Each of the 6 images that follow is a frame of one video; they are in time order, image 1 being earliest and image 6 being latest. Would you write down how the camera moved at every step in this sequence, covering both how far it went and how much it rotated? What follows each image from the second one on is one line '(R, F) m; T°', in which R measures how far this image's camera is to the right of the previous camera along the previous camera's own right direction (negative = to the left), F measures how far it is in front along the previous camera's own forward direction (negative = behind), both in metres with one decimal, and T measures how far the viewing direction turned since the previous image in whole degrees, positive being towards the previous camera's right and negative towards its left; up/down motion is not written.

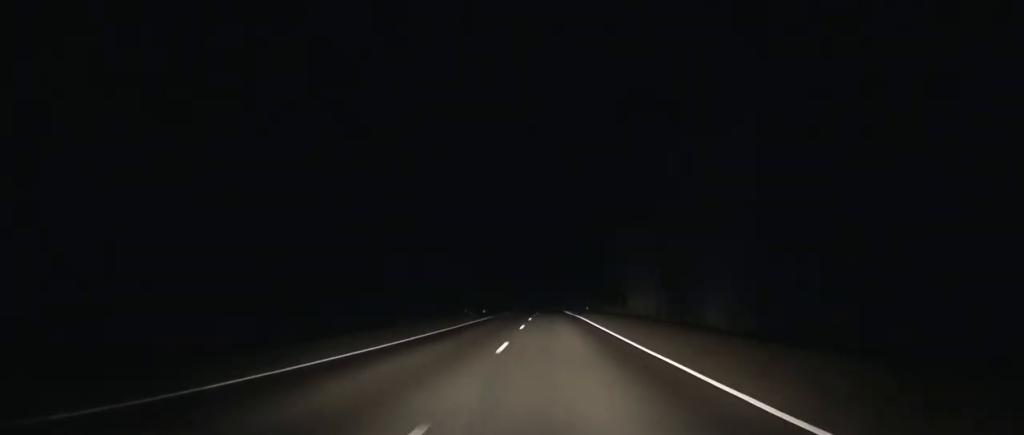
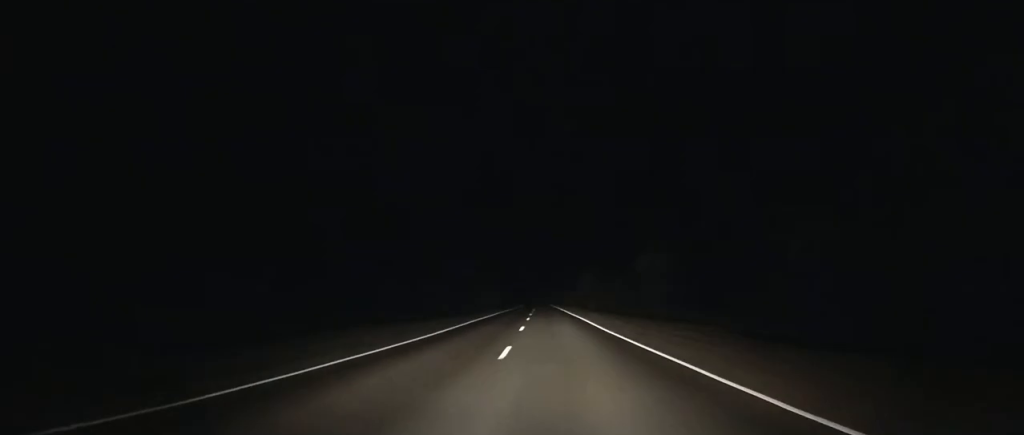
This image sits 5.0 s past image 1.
(0.0, +160.0) m; 0°
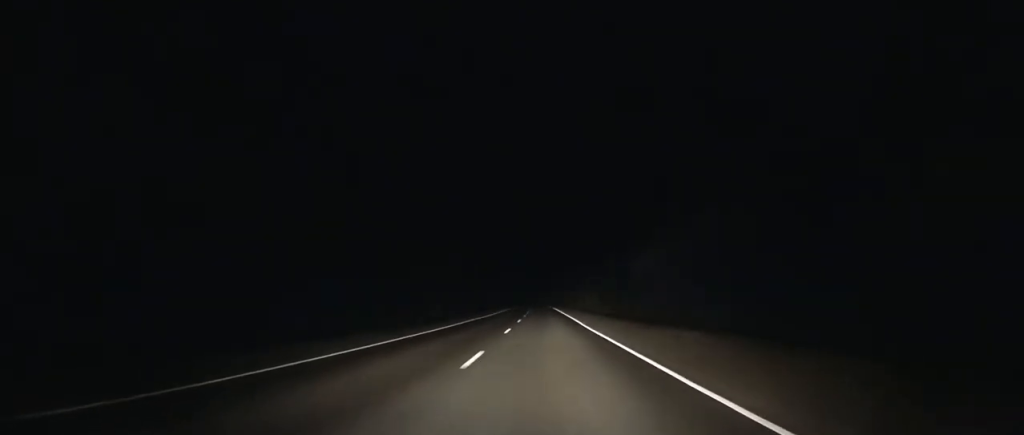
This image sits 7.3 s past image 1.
(+0.4, +74.5) m; 0°
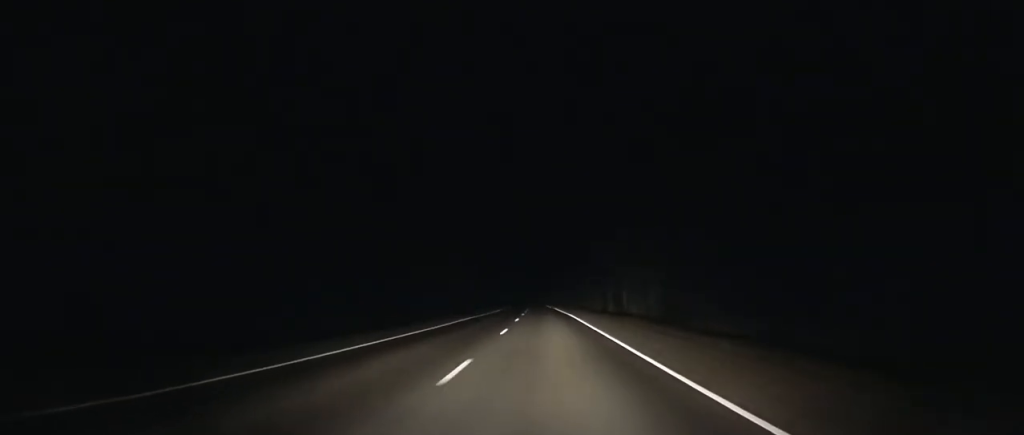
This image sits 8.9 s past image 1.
(-0.4, +50.7) m; -1°
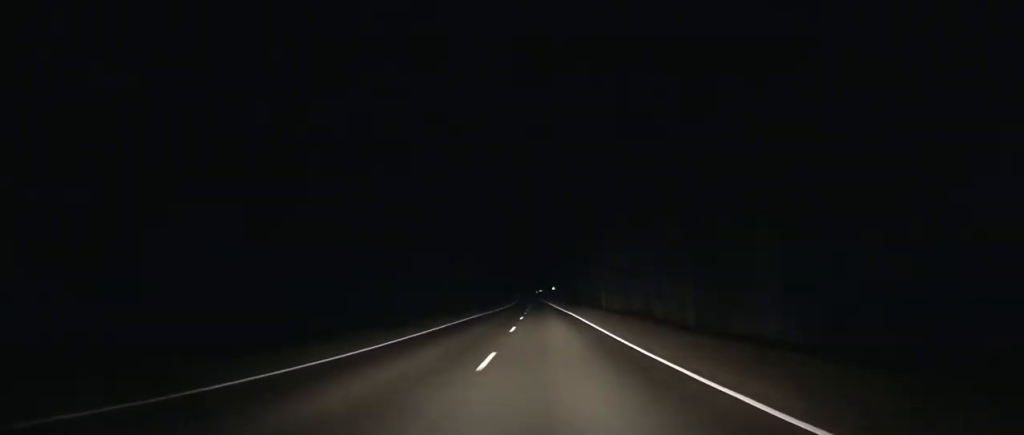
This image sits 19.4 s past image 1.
(-10.9, +327.2) m; -3°
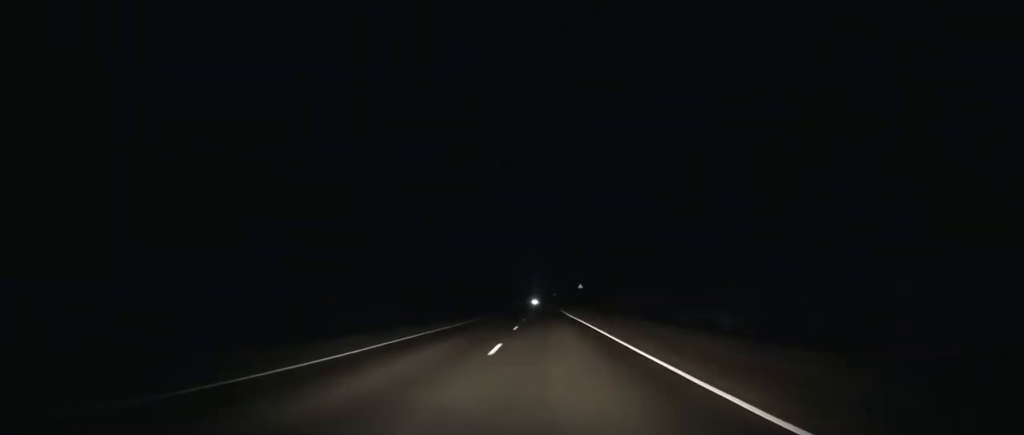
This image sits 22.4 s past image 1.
(-0.6, +93.9) m; -1°
